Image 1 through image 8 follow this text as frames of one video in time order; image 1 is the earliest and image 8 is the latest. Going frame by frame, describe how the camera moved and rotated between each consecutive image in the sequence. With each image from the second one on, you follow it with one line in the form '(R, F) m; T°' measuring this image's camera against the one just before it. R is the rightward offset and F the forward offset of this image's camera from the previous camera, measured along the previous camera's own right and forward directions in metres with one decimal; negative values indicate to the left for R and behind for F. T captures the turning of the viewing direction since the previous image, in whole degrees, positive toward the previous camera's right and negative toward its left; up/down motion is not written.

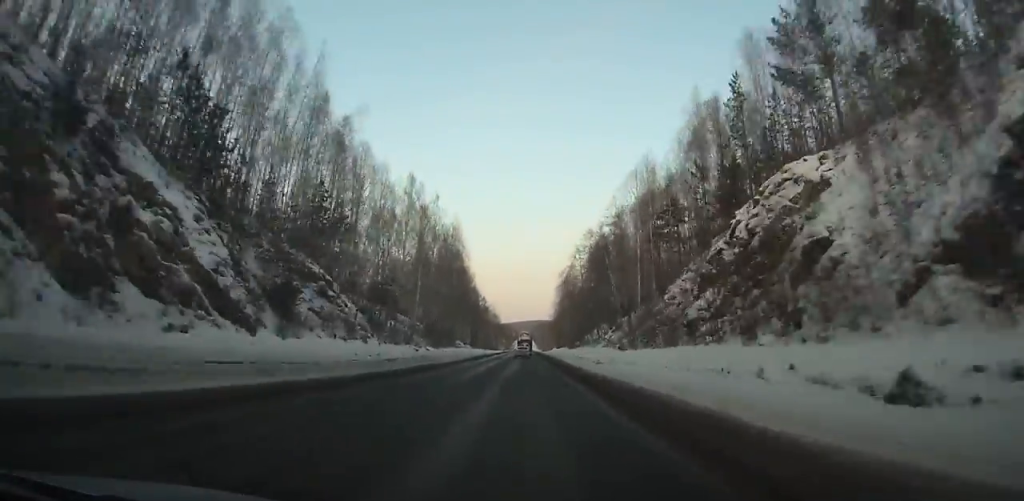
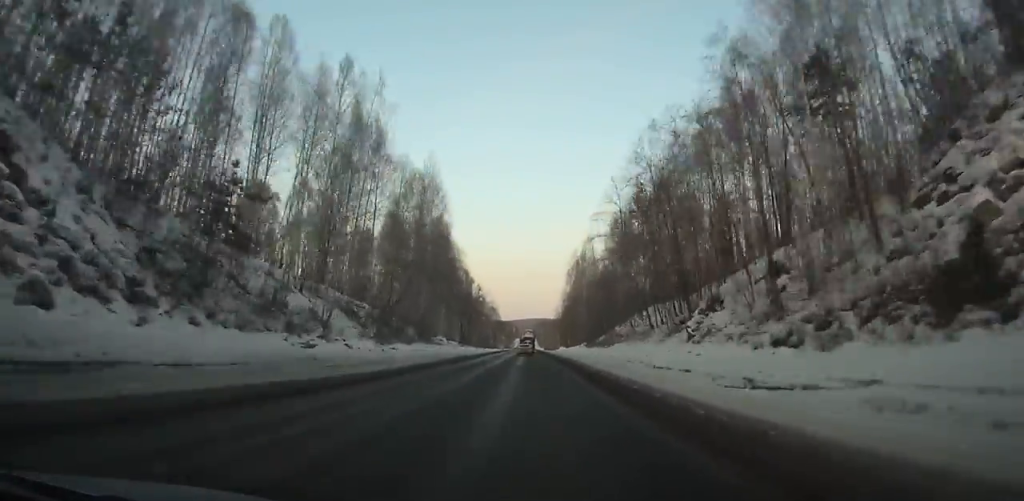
(0.0, +31.0) m; 0°
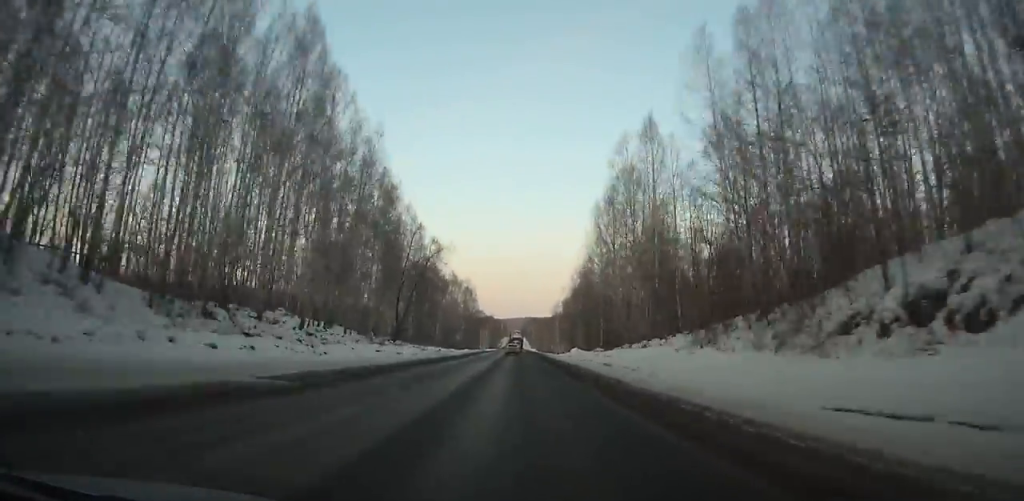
(+0.2, +62.0) m; 0°
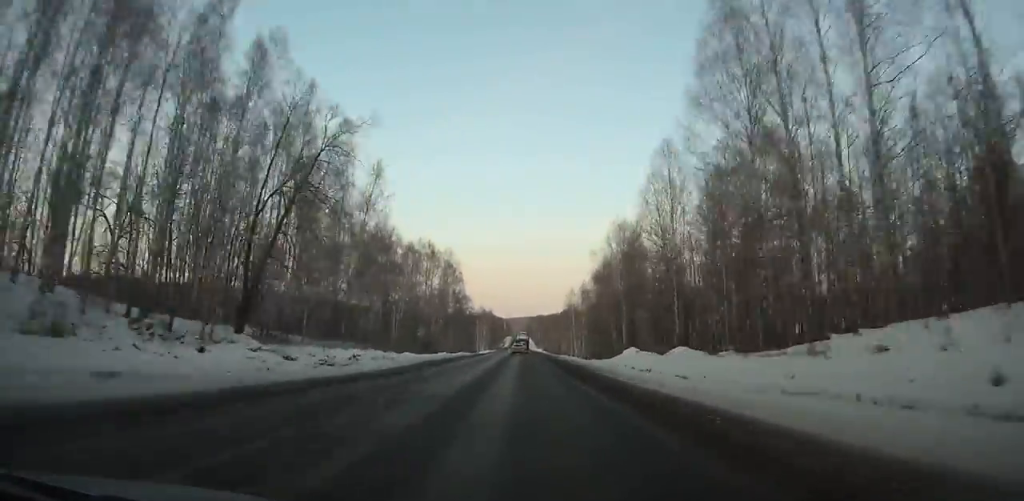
(+0.1, +44.8) m; 0°
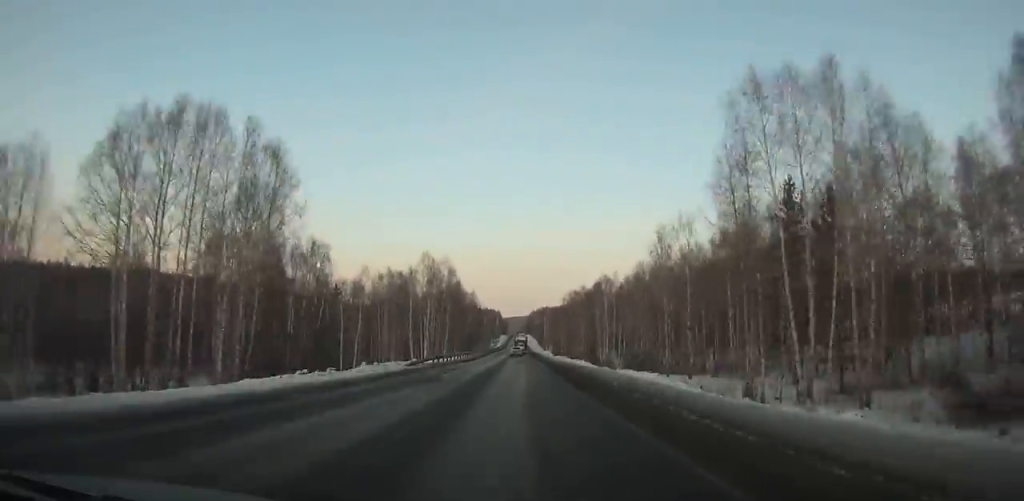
(-0.1, +127.8) m; 0°
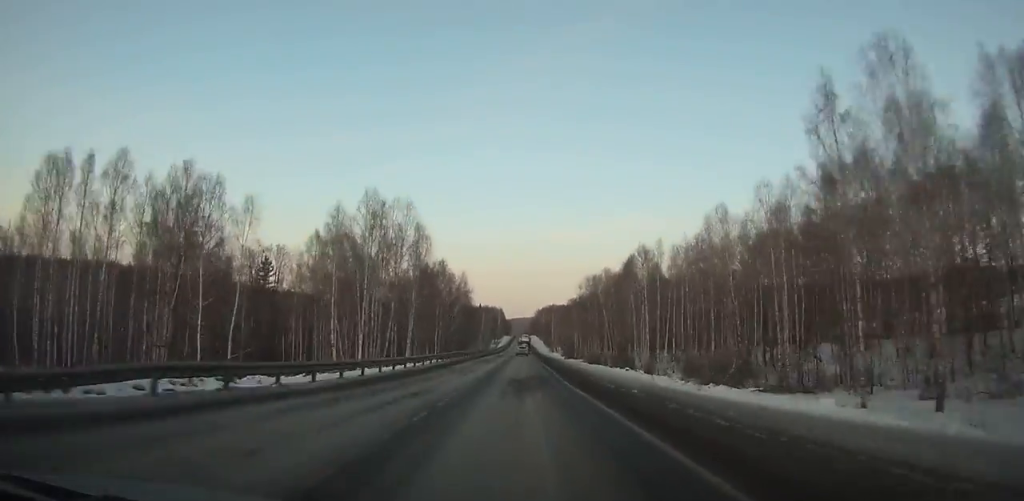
(+0.1, +38.8) m; 0°
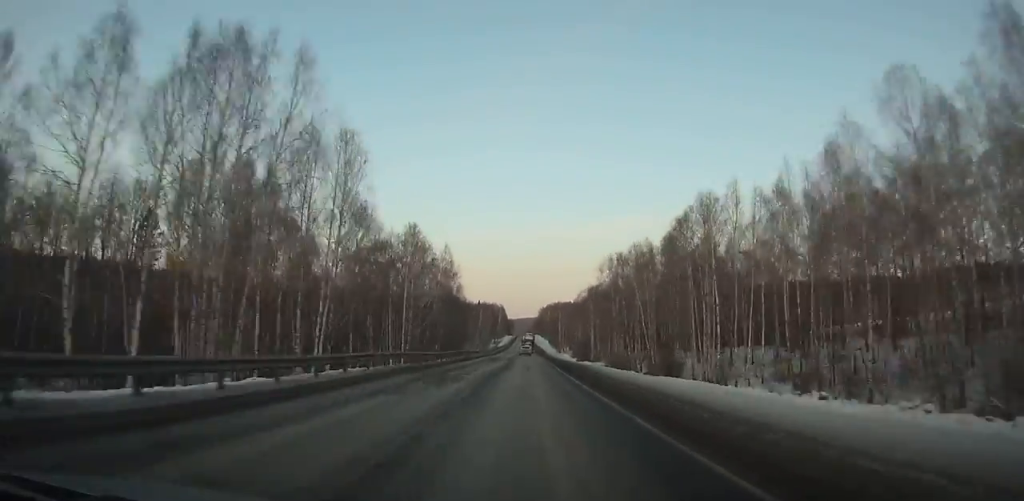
(0.0, +32.7) m; 0°
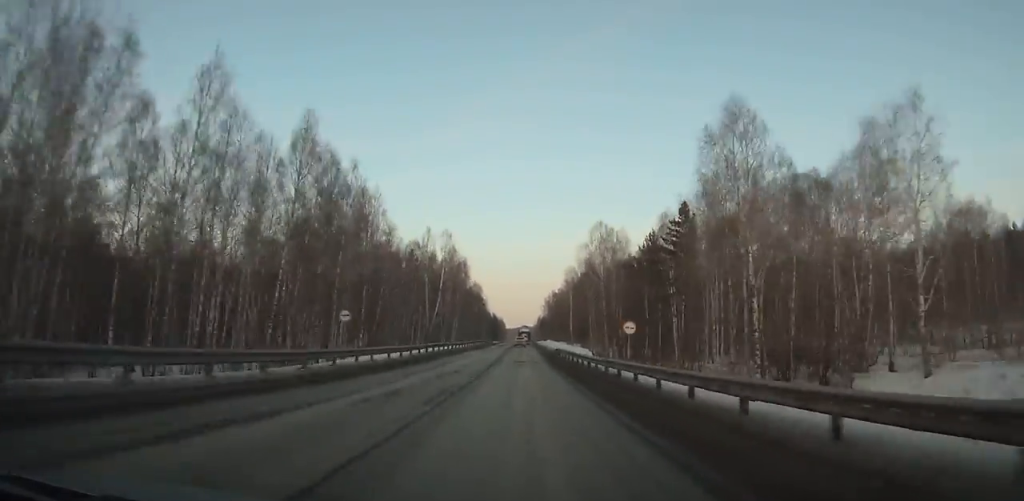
(-3.1, +213.3) m; -2°
